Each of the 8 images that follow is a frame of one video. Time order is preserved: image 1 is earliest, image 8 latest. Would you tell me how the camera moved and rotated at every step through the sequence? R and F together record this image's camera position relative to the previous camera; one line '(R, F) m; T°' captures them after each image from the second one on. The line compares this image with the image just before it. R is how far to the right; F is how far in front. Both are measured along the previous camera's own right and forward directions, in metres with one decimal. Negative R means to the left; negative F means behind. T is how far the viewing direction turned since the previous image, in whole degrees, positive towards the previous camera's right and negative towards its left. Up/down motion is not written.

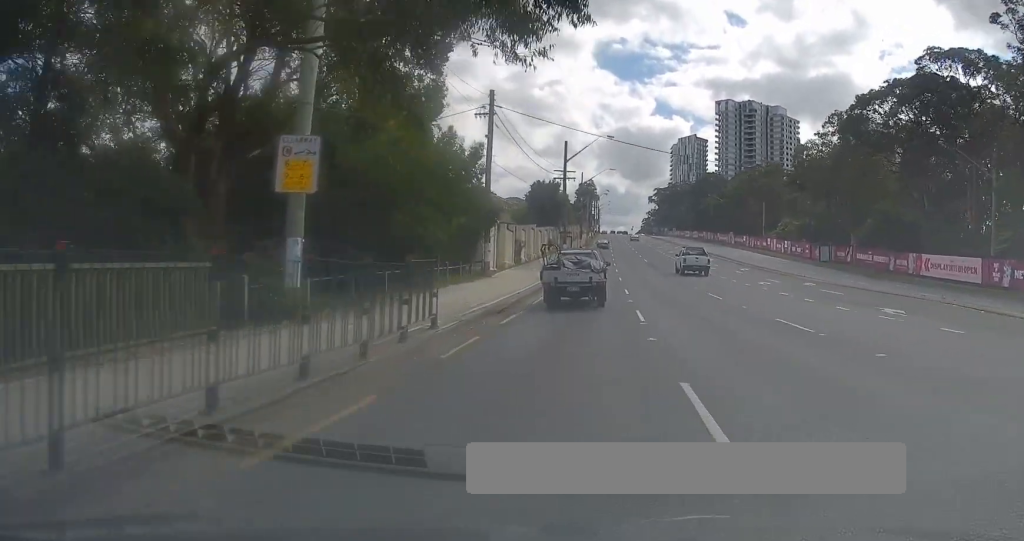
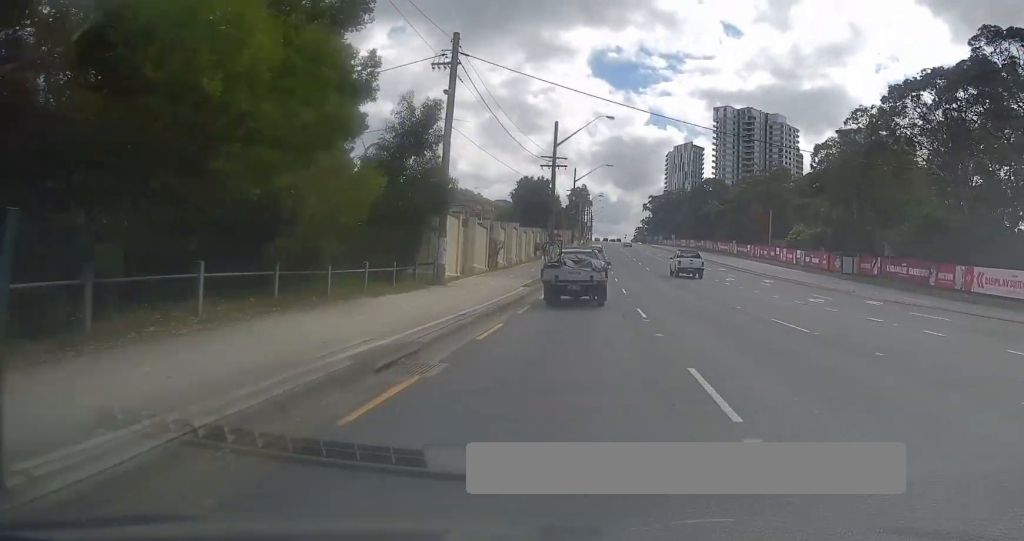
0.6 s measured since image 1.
(+0.2, +10.6) m; +1°
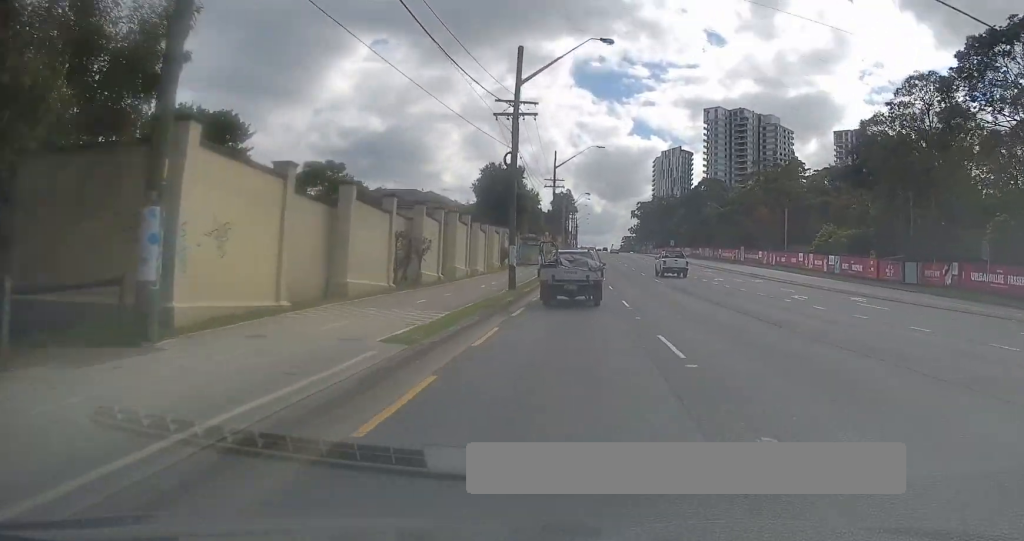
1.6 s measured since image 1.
(+0.1, +19.6) m; +1°
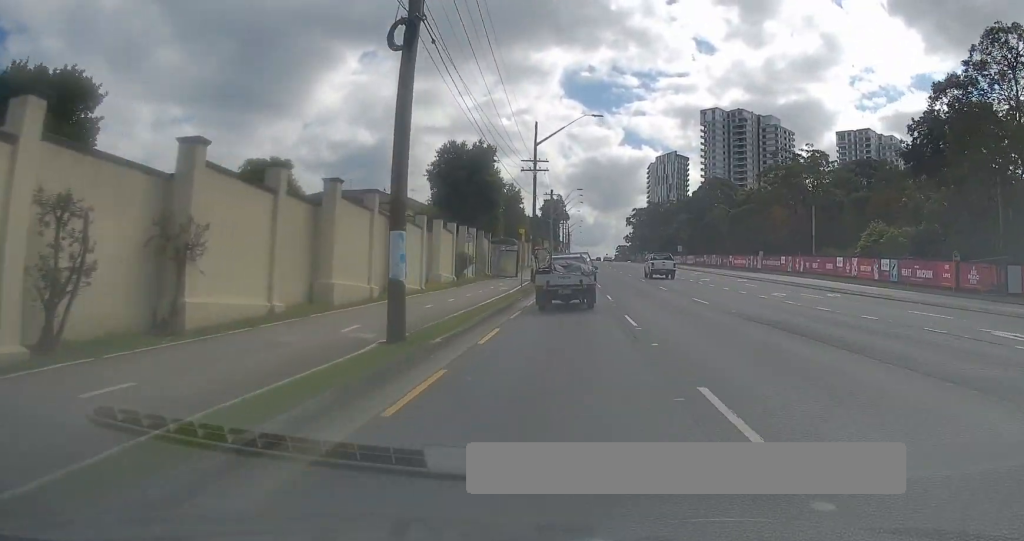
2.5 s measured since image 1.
(+0.1, +17.7) m; +1°
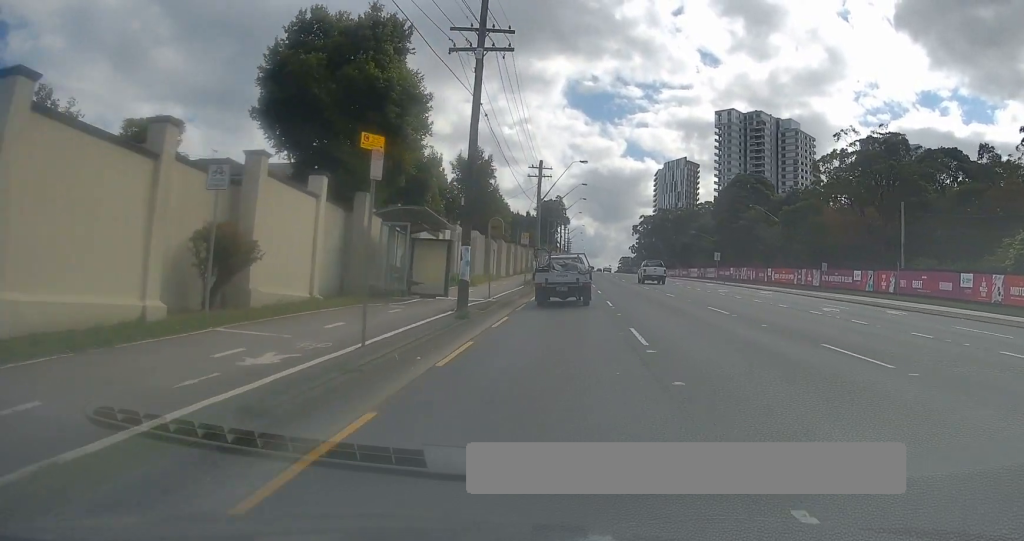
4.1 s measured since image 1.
(+0.2, +27.6) m; 0°
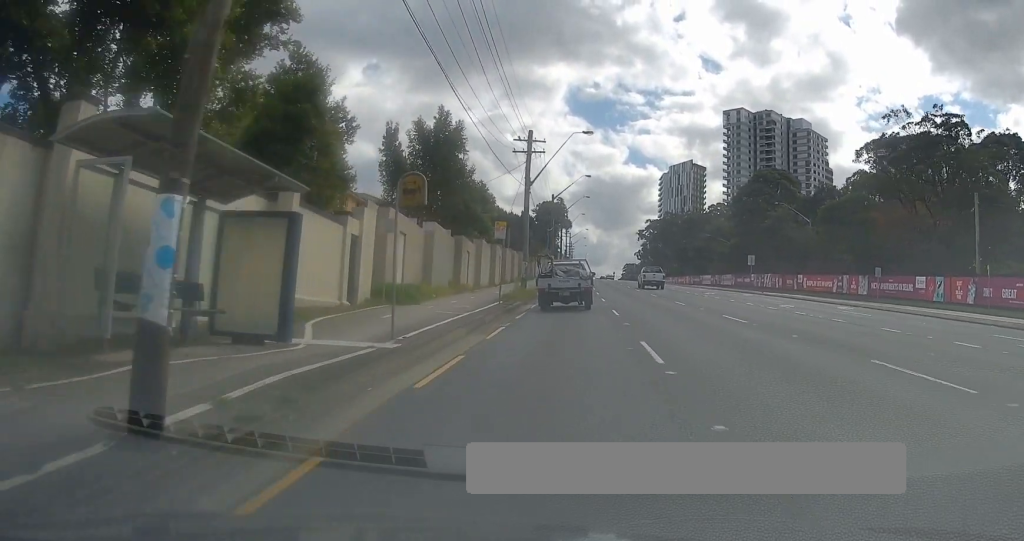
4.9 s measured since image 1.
(+0.3, +14.0) m; -1°
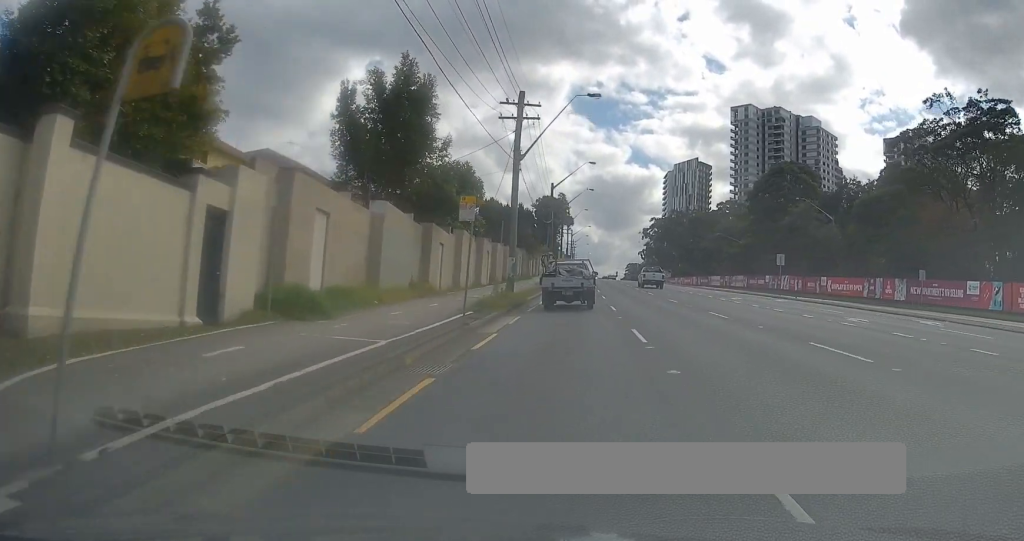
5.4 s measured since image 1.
(+0.1, +8.9) m; -1°
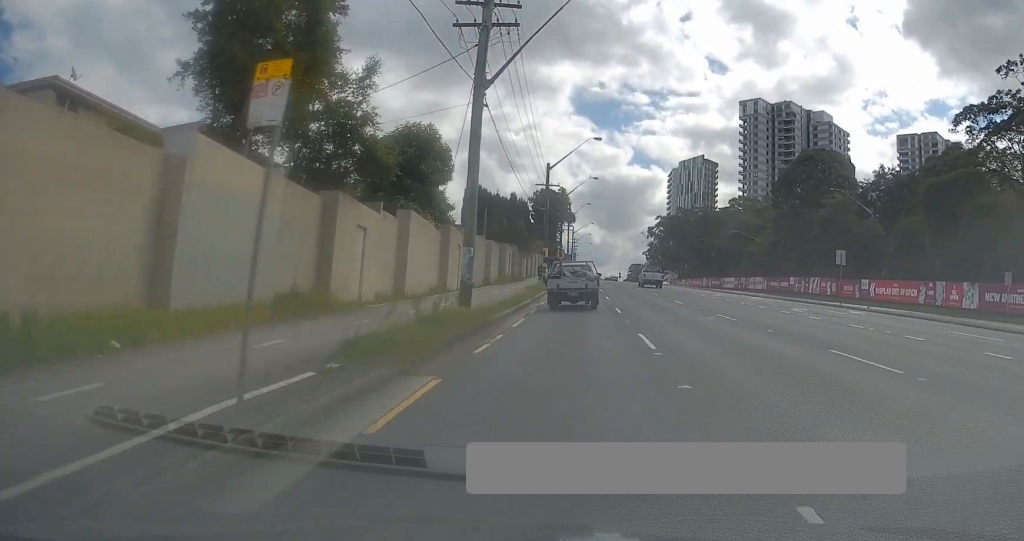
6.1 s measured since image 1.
(-0.6, +12.2) m; -1°
